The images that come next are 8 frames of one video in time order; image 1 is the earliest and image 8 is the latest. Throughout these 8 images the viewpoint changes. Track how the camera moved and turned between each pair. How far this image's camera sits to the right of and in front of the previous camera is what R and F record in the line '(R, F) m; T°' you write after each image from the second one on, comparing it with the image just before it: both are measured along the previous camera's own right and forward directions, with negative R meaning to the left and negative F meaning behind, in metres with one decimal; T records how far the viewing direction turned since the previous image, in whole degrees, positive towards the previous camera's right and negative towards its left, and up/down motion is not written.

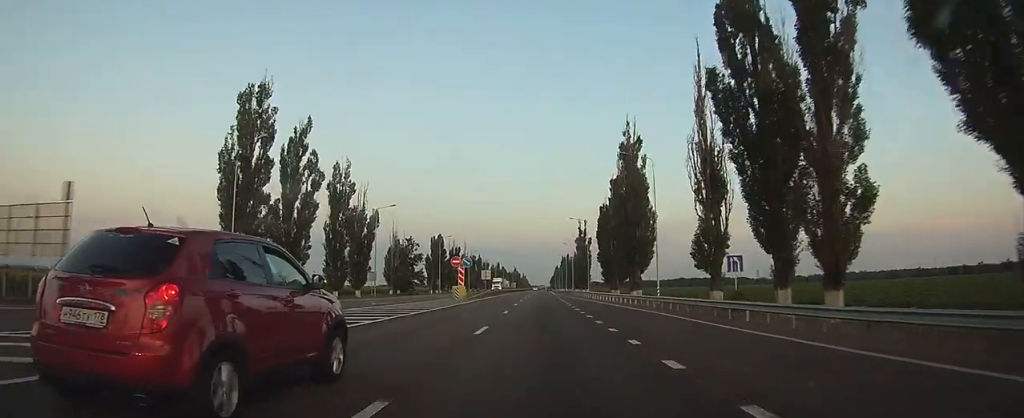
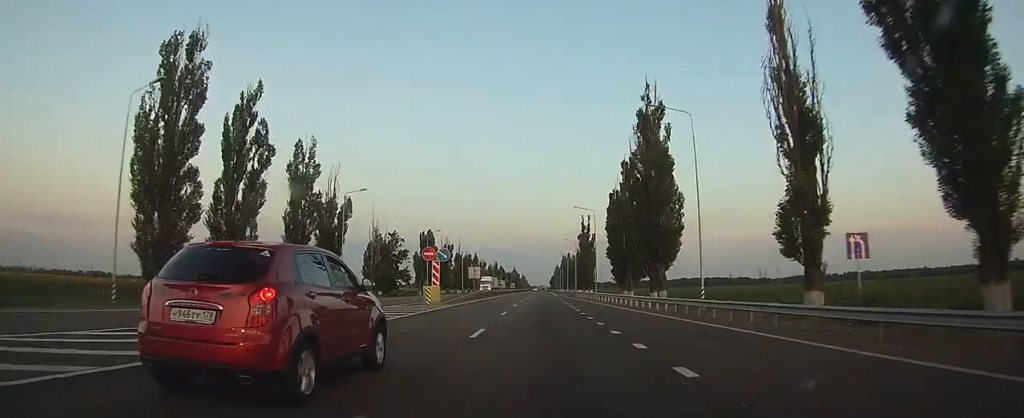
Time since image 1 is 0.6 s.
(-0.1, +12.5) m; 0°
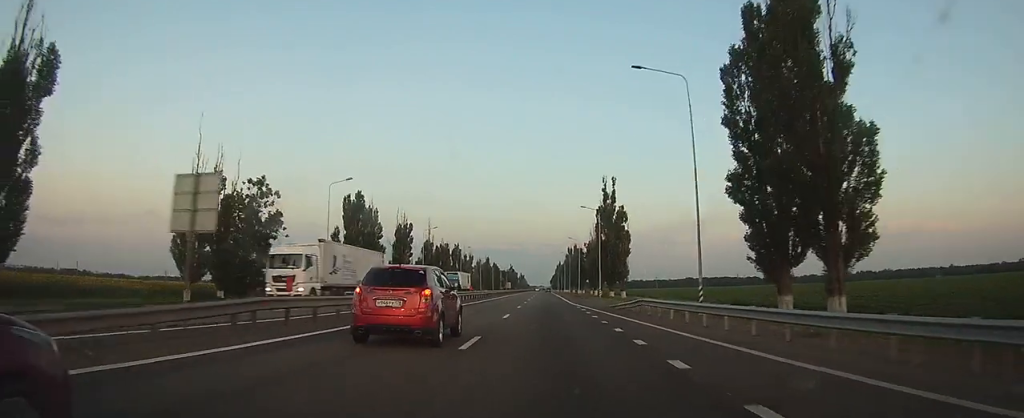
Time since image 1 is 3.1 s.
(-0.1, +50.2) m; 0°
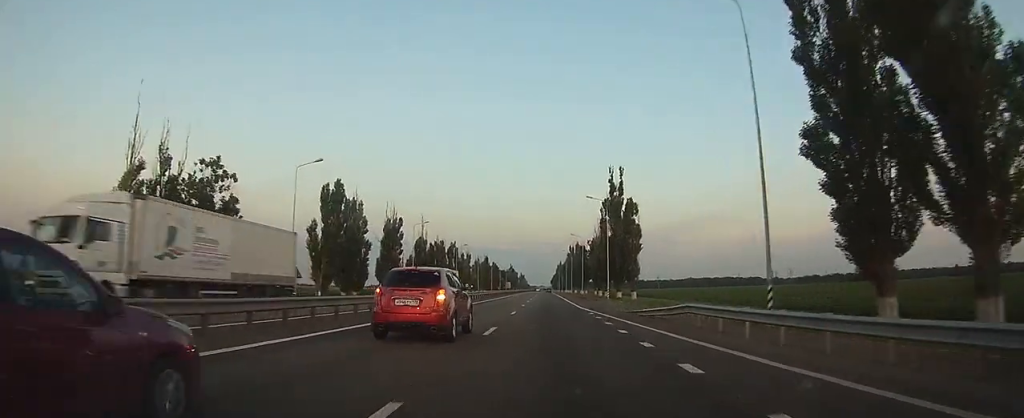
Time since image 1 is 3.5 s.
(0.0, +8.4) m; 0°
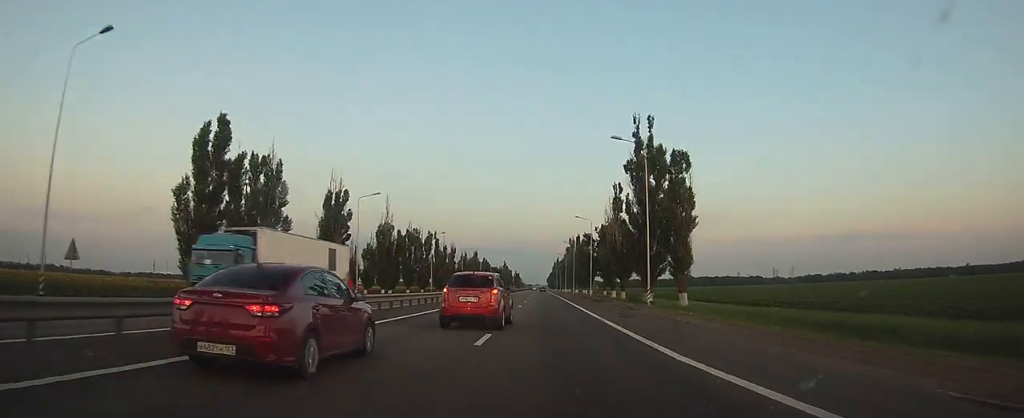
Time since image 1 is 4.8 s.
(0.0, +26.7) m; 0°
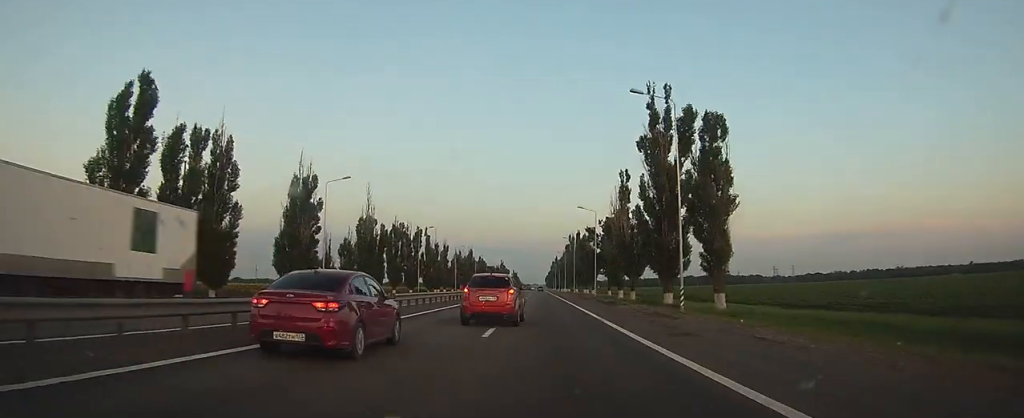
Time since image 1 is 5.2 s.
(0.0, +9.9) m; 0°
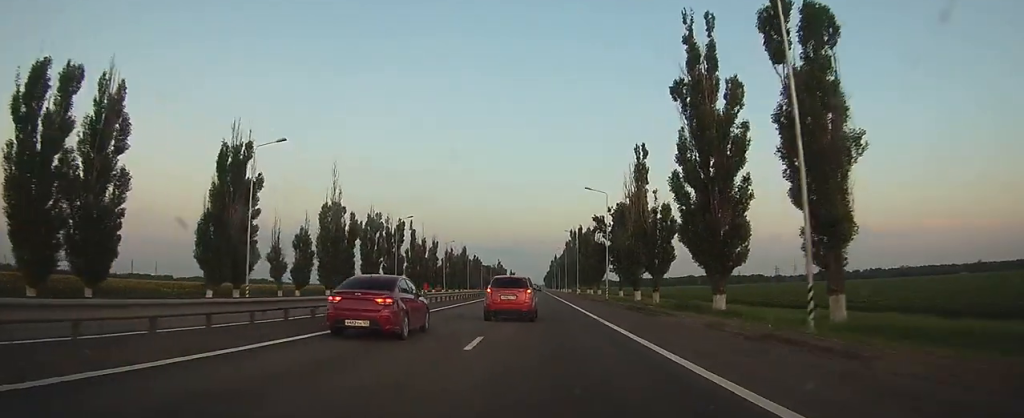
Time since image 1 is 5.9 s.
(0.0, +15.0) m; 0°
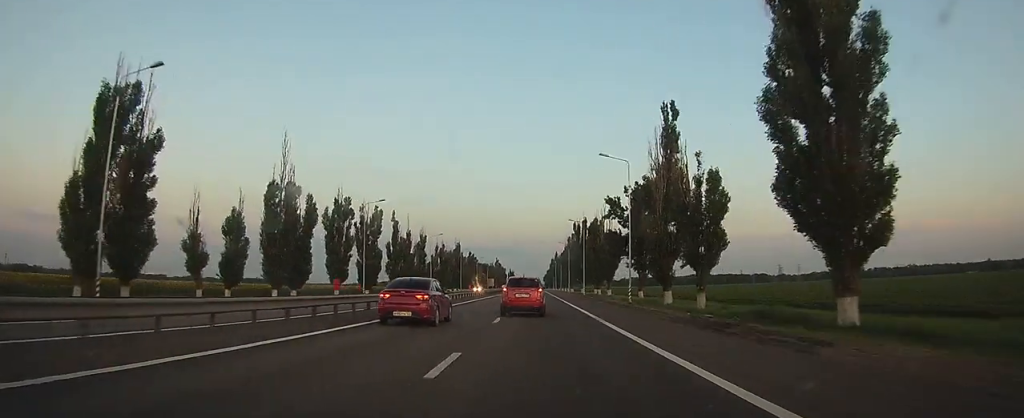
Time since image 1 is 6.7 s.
(+0.1, +15.8) m; 0°
